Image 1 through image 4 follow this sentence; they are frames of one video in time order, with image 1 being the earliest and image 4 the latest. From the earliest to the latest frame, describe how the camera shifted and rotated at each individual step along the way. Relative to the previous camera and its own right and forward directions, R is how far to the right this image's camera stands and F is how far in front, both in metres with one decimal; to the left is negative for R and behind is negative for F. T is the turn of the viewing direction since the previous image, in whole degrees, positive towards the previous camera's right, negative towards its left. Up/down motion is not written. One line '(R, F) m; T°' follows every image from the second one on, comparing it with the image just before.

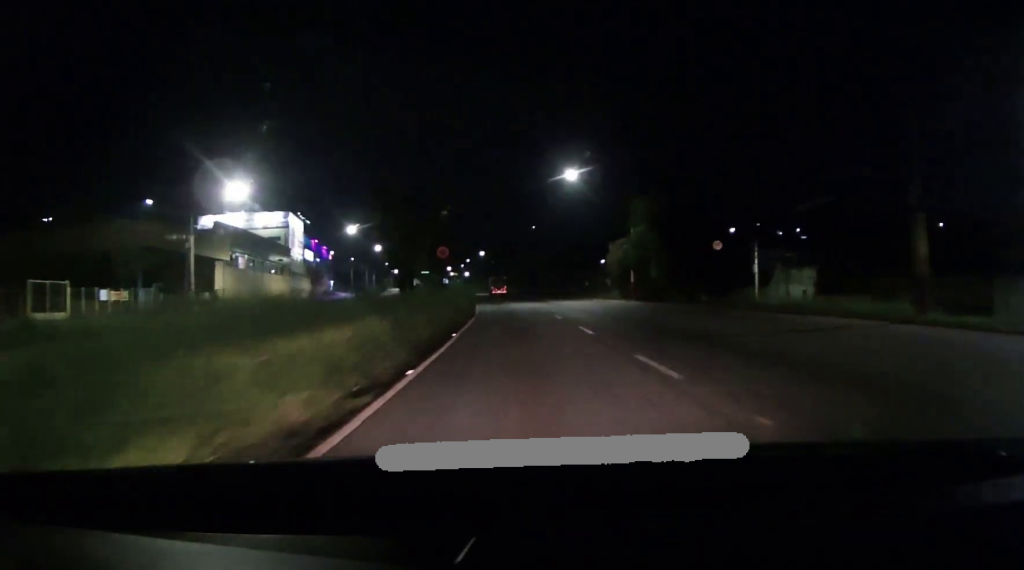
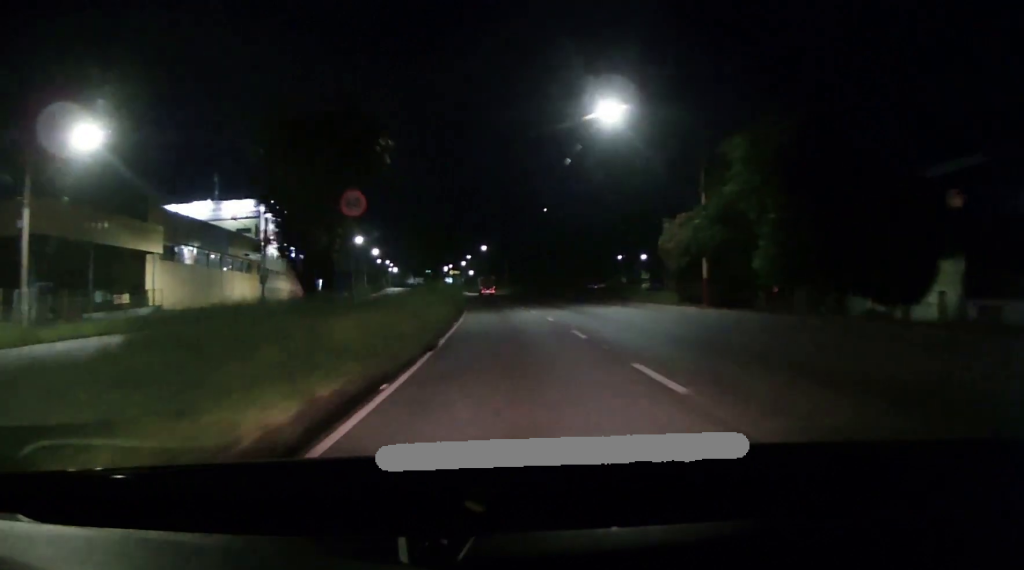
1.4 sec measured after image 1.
(-0.4, +18.3) m; -2°
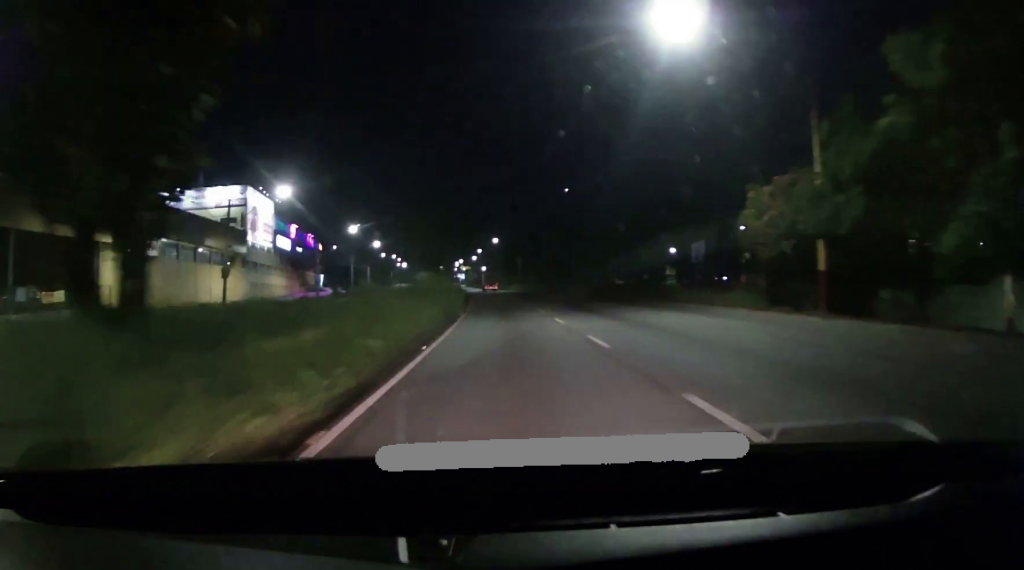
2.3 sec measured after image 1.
(-0.2, +11.5) m; 0°
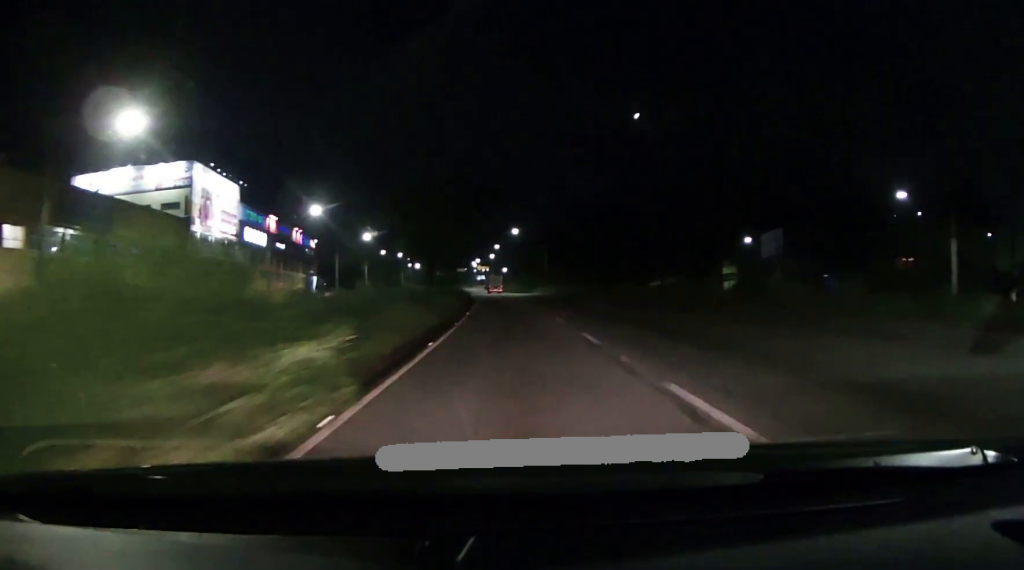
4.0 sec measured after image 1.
(-0.1, +24.5) m; -2°
